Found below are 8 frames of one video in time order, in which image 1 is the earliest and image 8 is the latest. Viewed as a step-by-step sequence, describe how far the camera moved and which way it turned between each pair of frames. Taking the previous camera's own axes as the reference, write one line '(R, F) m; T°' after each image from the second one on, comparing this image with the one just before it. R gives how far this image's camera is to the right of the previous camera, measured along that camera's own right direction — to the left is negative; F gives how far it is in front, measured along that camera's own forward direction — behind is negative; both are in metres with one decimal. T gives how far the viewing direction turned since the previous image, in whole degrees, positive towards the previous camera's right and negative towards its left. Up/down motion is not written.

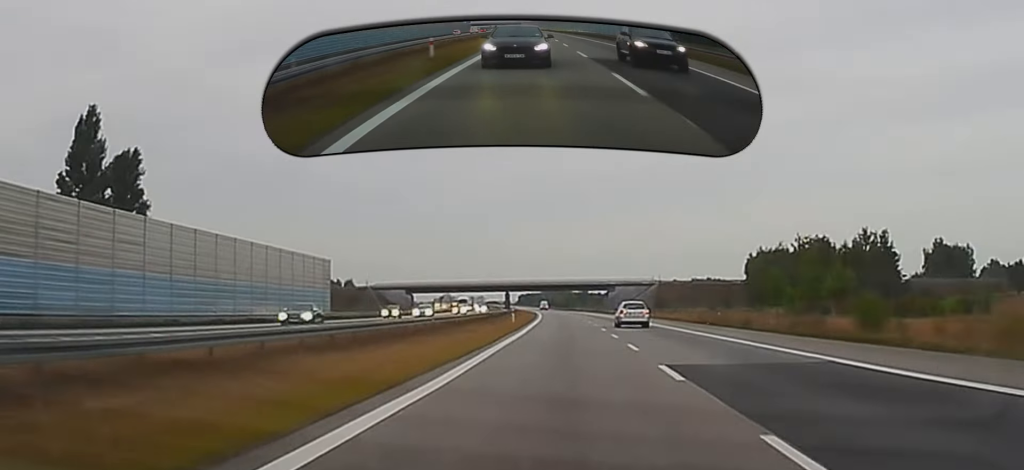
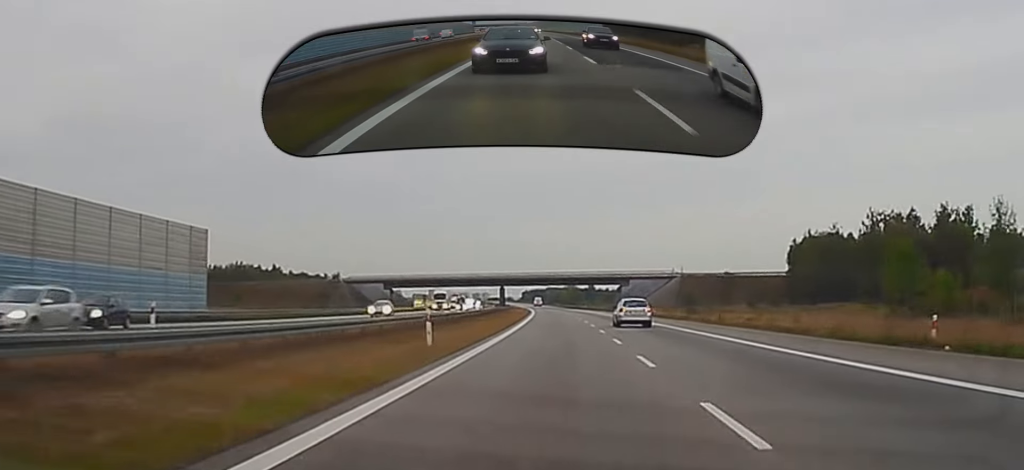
(-0.1, +44.9) m; 0°
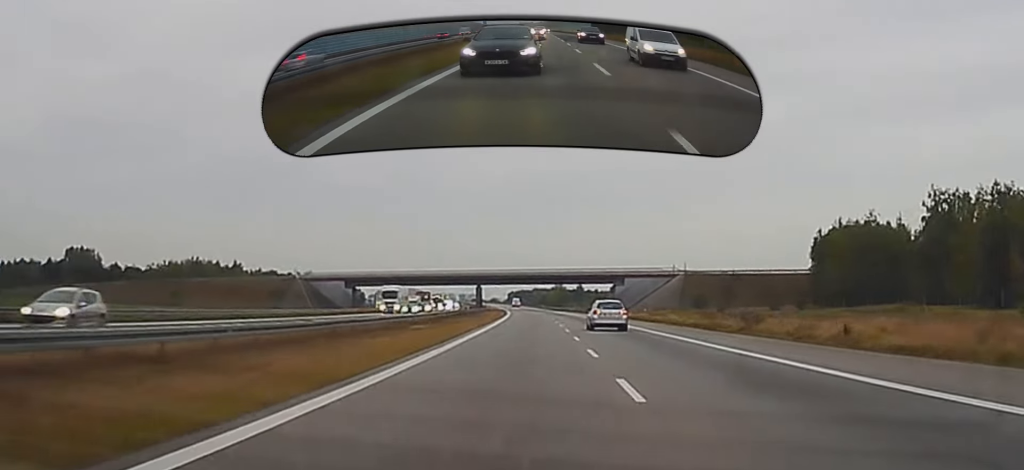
(+0.1, +31.4) m; 0°
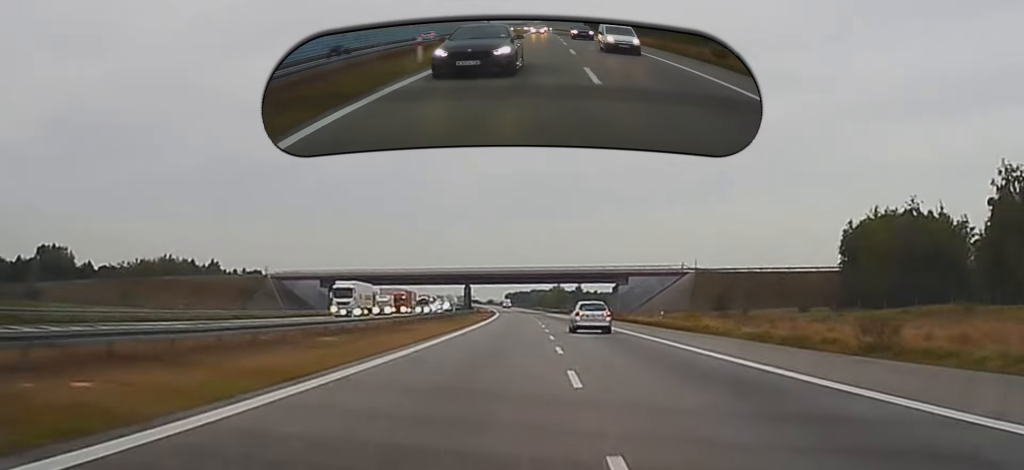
(+0.1, +20.8) m; 0°
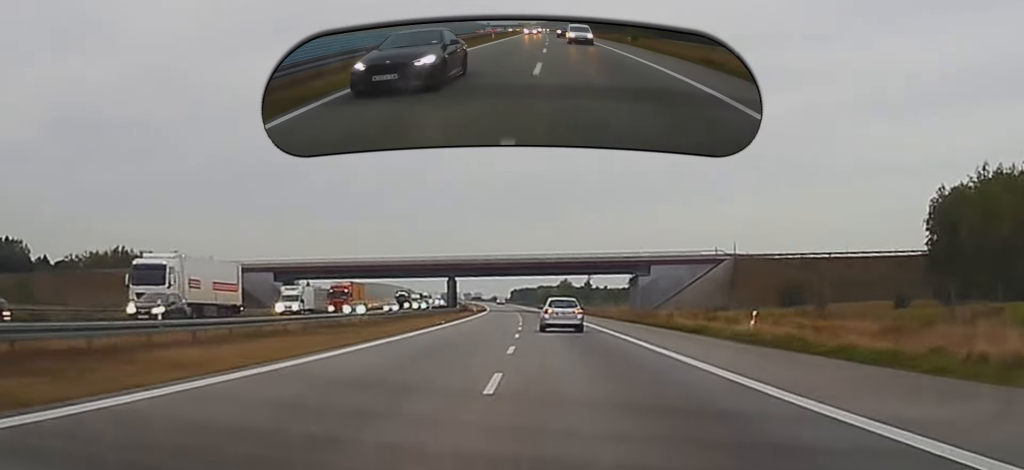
(0.0, +38.7) m; 0°
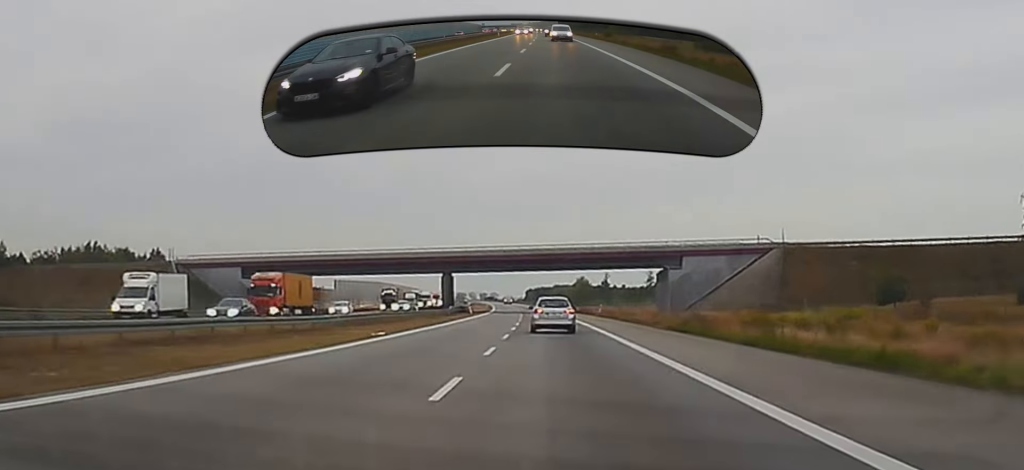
(-0.1, +24.2) m; -1°
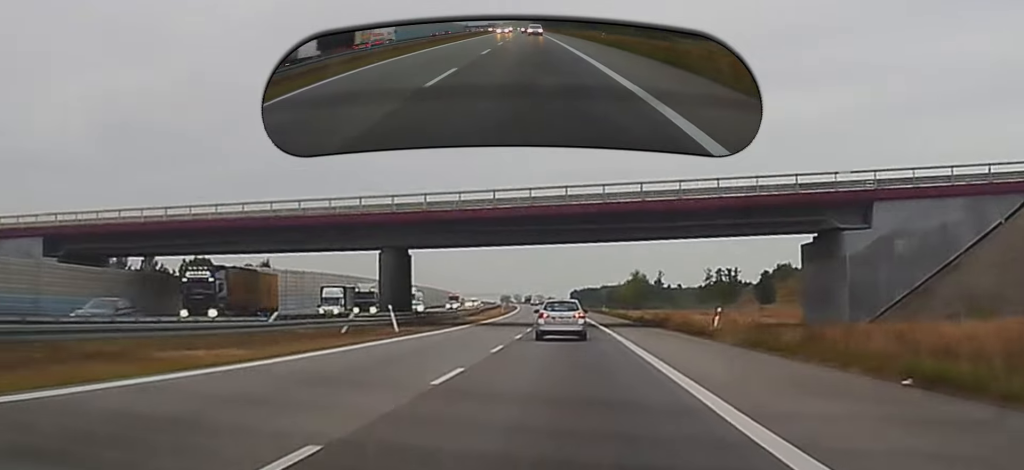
(-1.4, +69.0) m; -2°
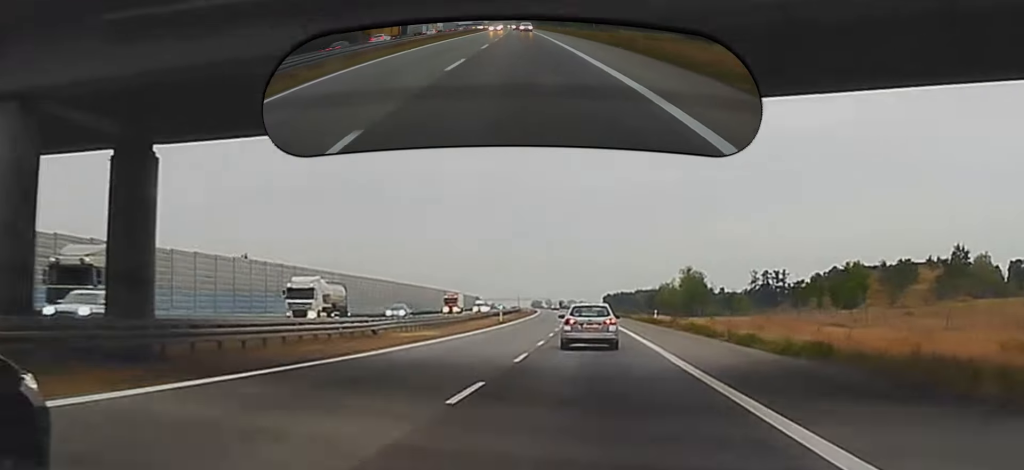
(-0.7, +50.1) m; -2°
